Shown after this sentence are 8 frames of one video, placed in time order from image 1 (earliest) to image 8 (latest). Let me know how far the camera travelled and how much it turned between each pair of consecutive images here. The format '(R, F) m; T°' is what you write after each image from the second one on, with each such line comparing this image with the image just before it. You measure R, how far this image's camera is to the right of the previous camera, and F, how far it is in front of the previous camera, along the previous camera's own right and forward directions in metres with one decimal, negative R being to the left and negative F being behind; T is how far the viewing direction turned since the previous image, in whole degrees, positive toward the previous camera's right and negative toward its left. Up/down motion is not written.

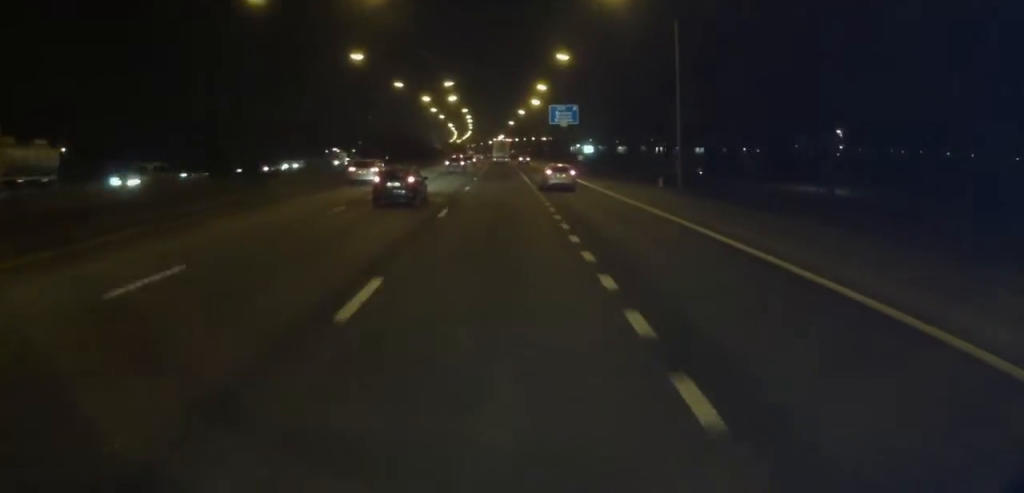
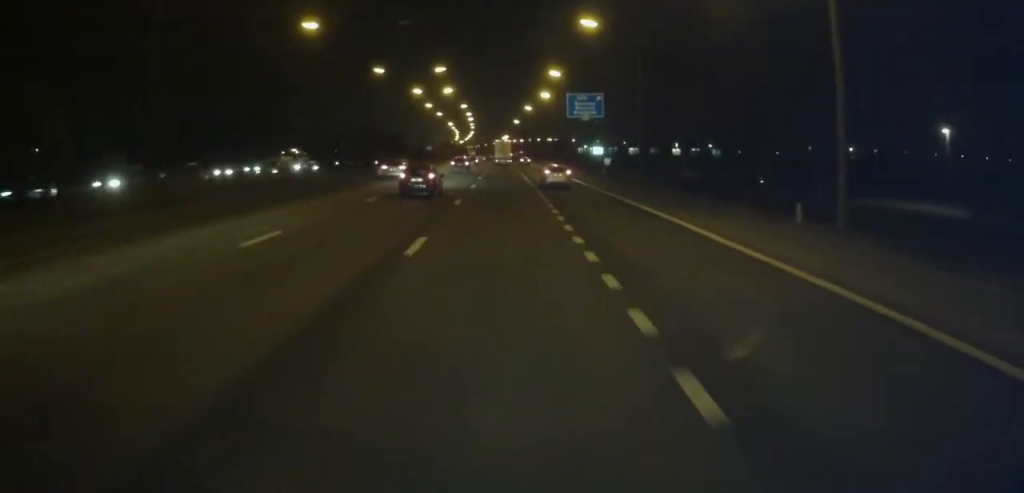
(-0.2, +19.5) m; 0°
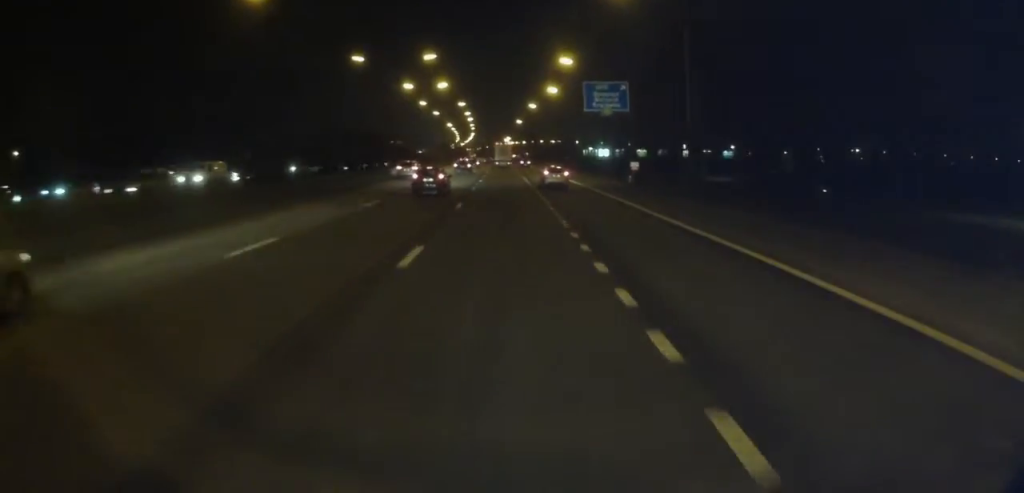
(+0.3, +13.3) m; 0°
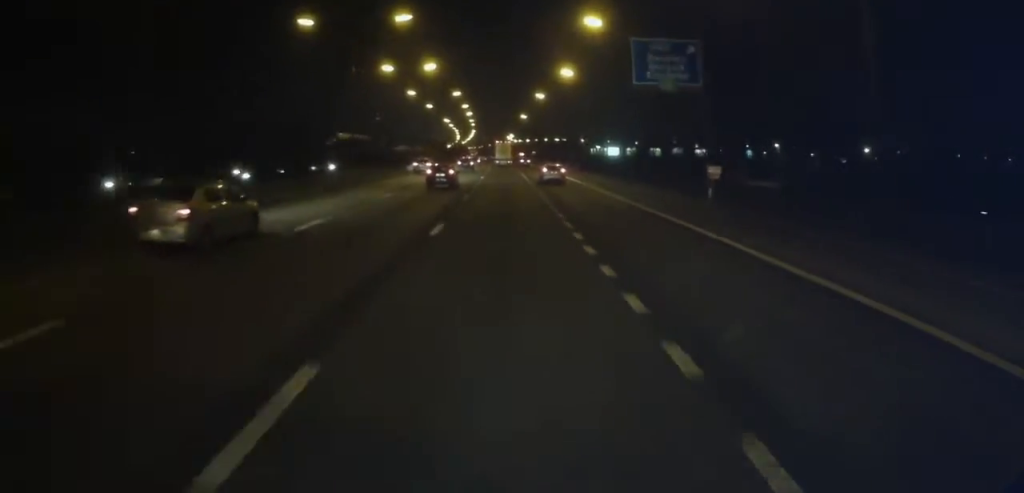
(-0.1, +20.4) m; -1°
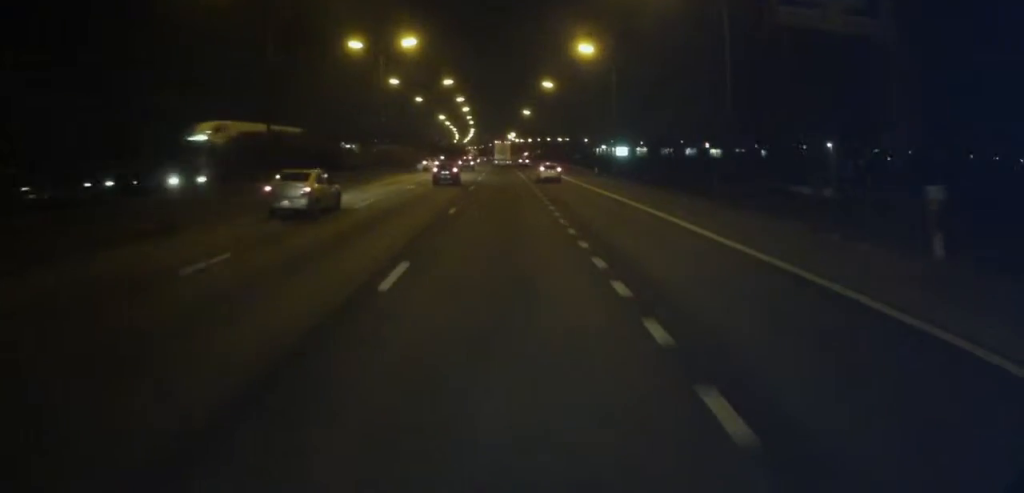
(-0.1, +18.8) m; -1°
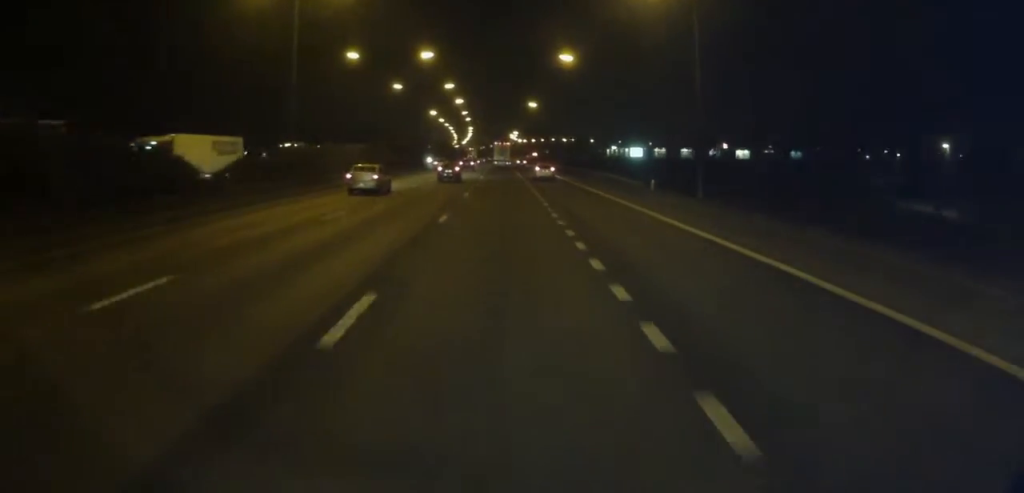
(-0.1, +27.4) m; 0°
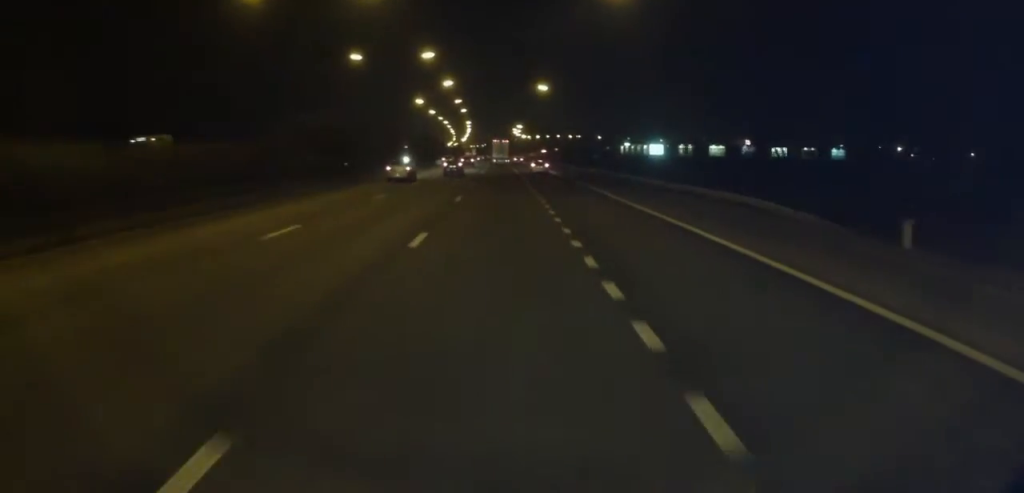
(+0.1, +29.8) m; 0°
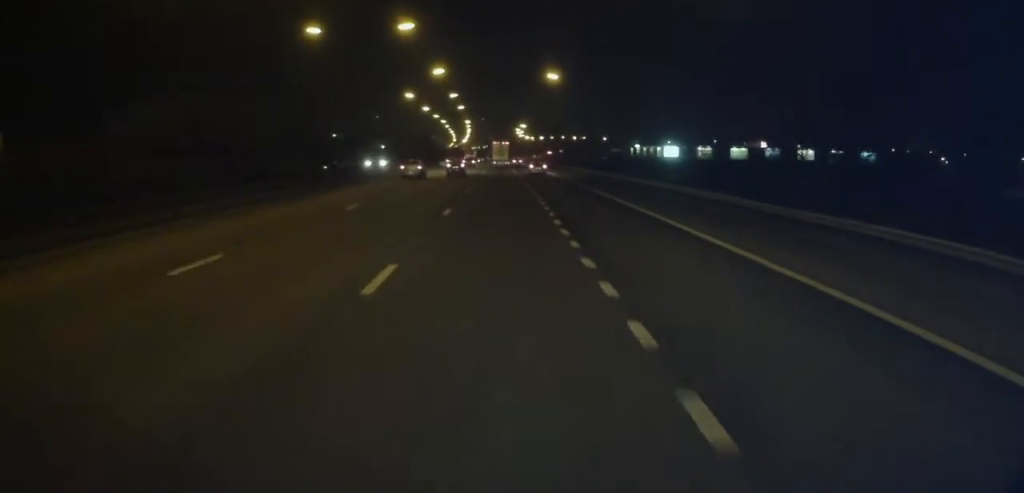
(0.0, +17.3) m; 0°
